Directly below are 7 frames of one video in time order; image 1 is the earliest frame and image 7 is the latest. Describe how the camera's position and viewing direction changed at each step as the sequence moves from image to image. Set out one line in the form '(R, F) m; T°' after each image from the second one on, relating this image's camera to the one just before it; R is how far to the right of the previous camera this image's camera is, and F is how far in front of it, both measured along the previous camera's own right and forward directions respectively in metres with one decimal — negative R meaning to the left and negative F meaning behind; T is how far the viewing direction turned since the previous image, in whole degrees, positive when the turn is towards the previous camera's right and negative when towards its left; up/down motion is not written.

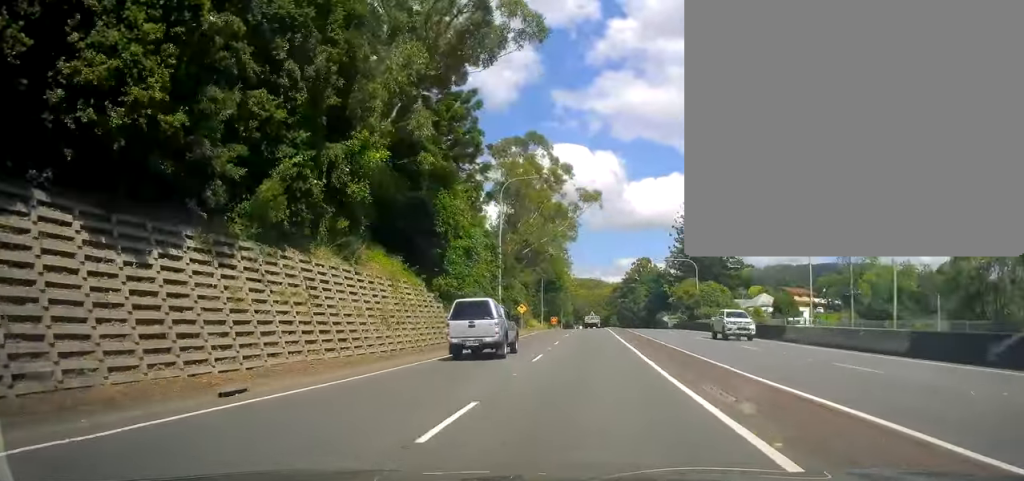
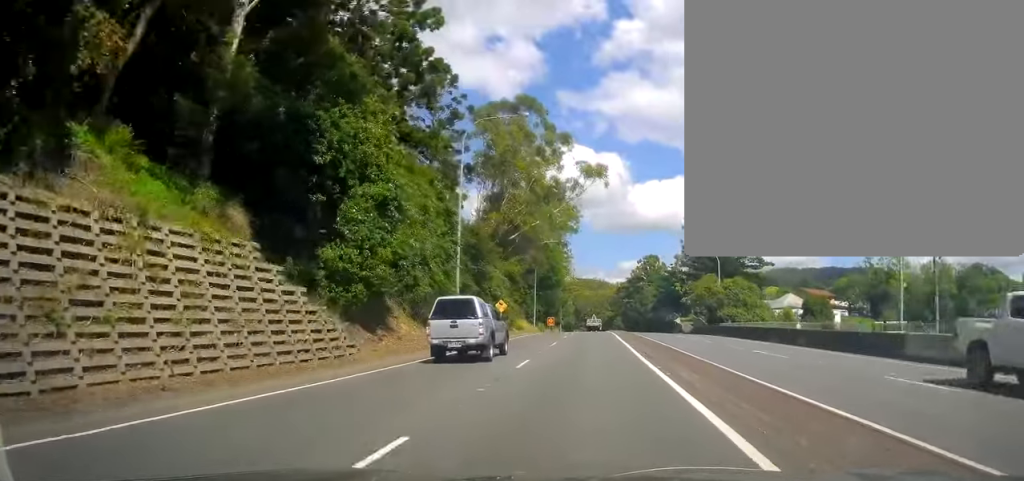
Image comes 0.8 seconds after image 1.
(+0.2, +15.1) m; +1°
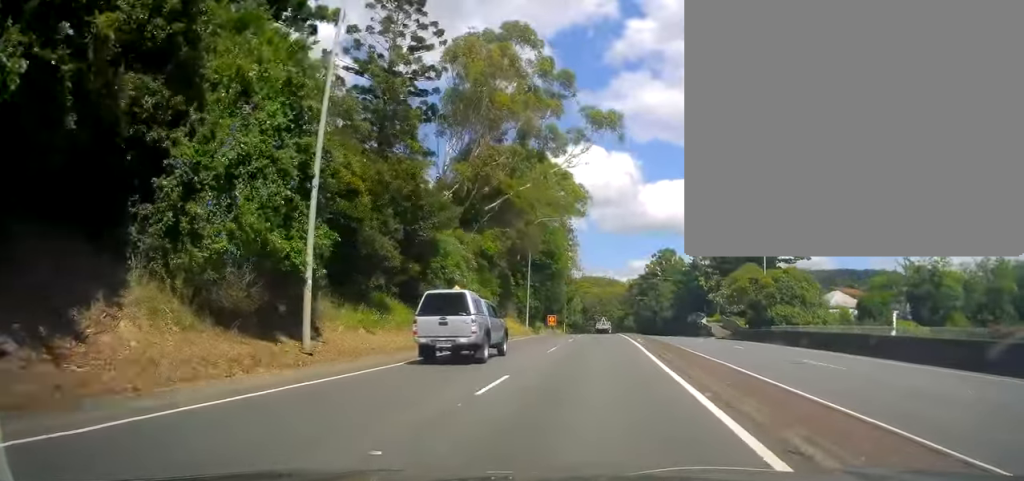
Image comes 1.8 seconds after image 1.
(+0.2, +18.3) m; -2°
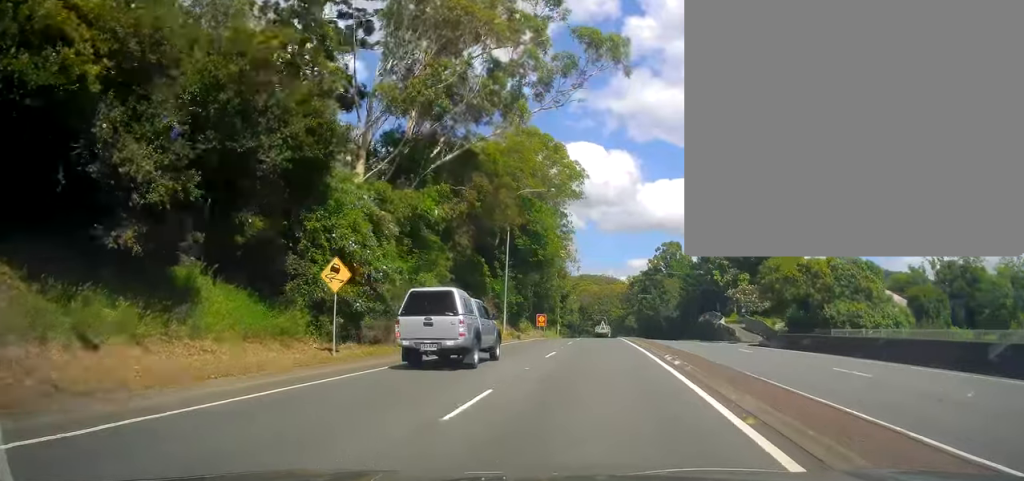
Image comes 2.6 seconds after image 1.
(-0.6, +15.1) m; -1°
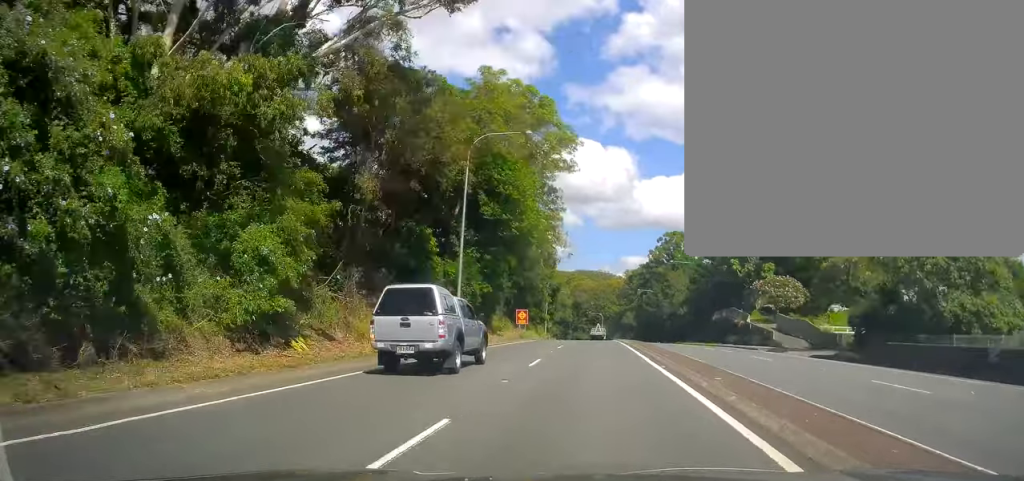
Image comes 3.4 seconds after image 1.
(0.0, +15.9) m; 0°
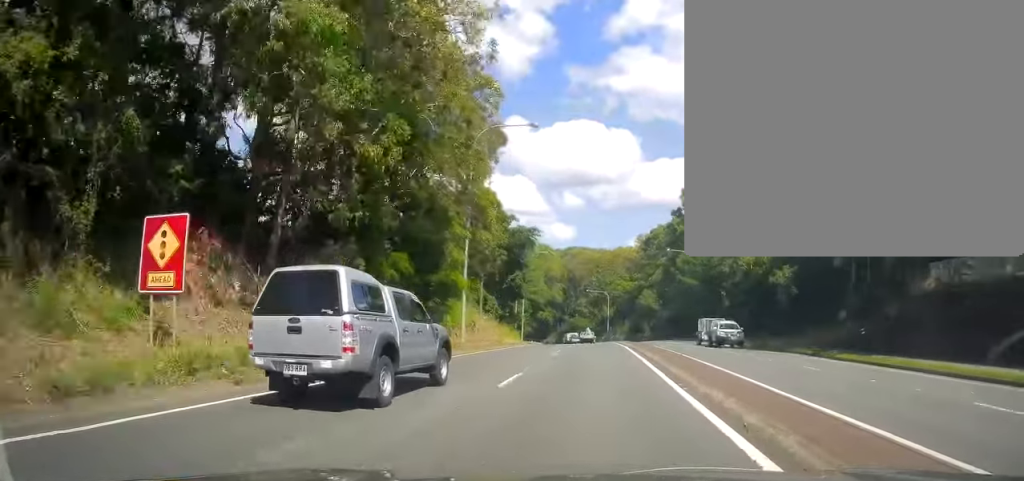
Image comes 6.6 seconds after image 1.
(+1.8, +54.0) m; +2°
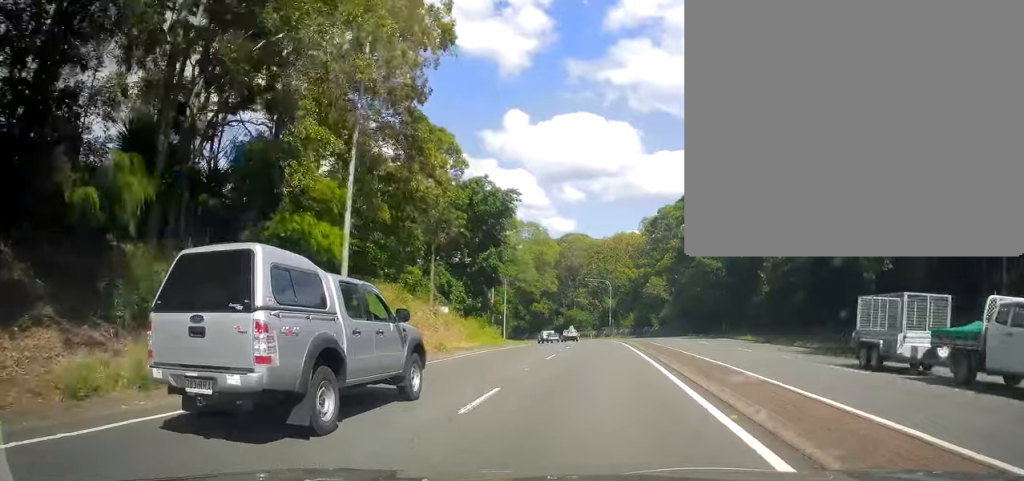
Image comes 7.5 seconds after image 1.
(-0.4, +15.8) m; -1°
